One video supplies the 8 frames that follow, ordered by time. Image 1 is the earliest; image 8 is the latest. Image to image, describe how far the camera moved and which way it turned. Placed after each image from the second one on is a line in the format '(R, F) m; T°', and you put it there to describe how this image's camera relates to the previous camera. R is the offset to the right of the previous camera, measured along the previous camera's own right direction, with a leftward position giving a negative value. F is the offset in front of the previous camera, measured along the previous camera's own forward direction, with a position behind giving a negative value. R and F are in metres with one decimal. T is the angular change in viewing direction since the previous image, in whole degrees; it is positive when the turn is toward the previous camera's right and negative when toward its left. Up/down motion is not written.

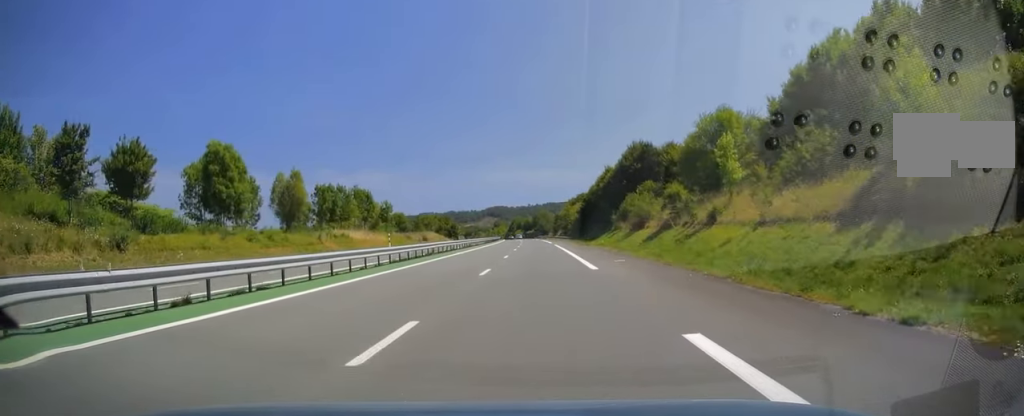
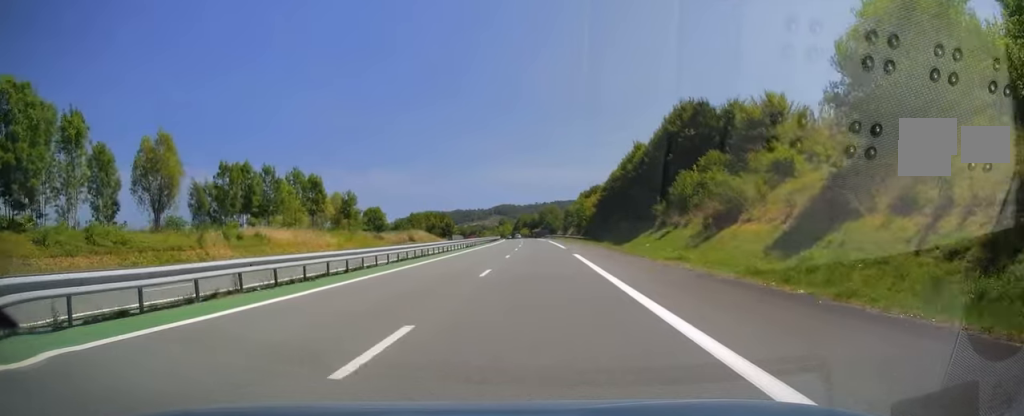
(0.0, +26.6) m; 0°
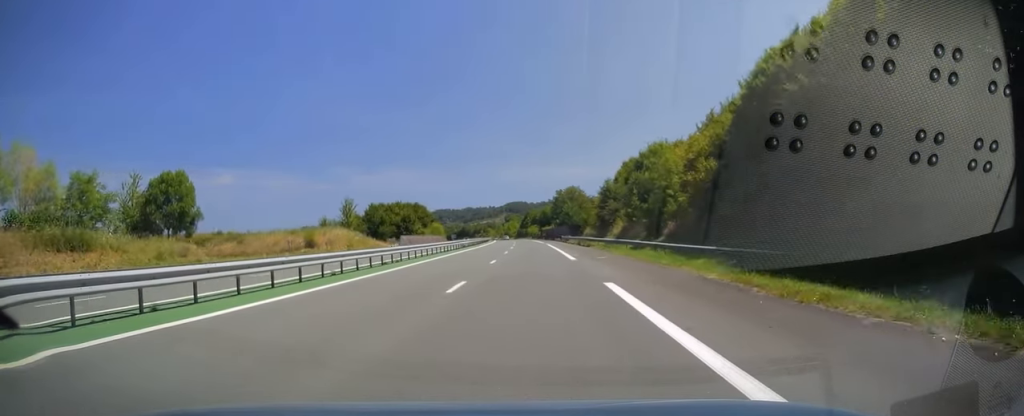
(-1.1, +70.0) m; -2°
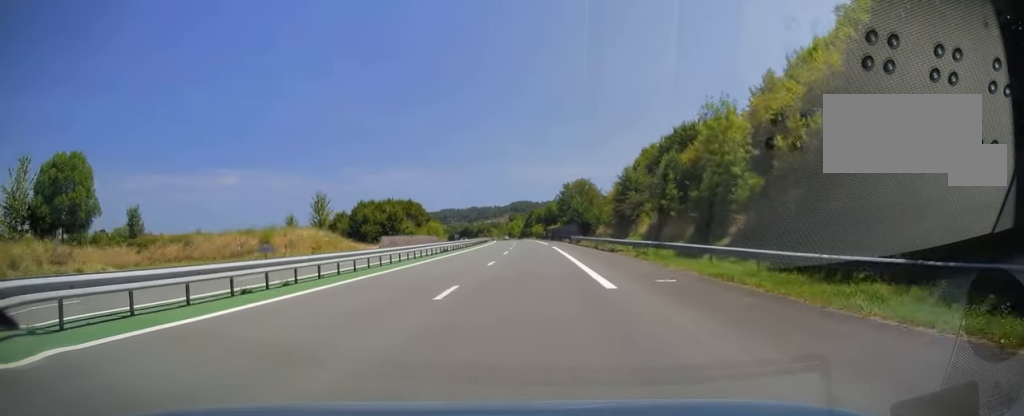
(-0.1, +14.3) m; 0°
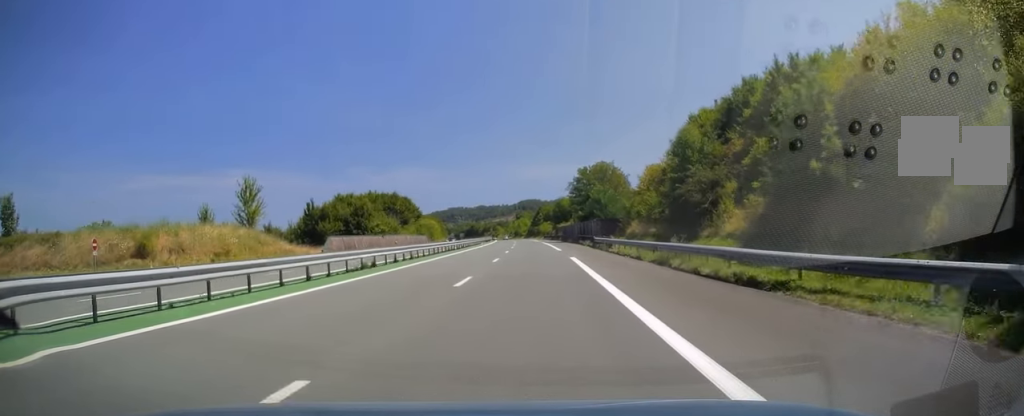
(-0.1, +23.2) m; -1°
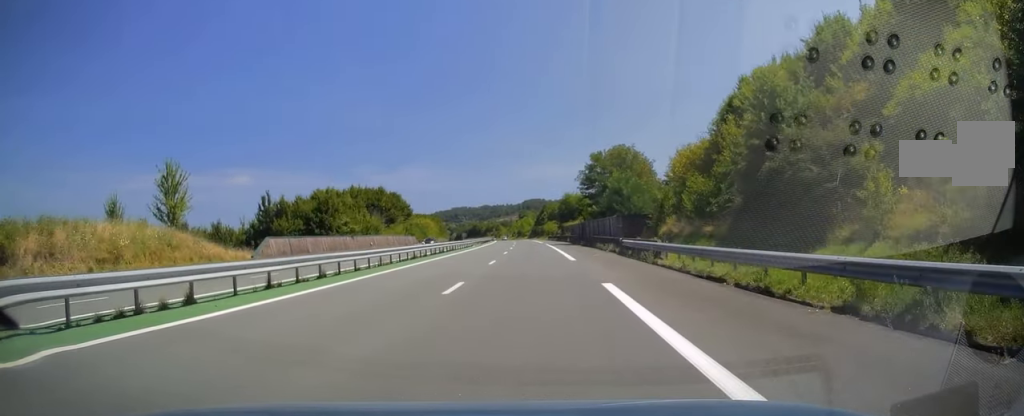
(-0.1, +14.8) m; 0°
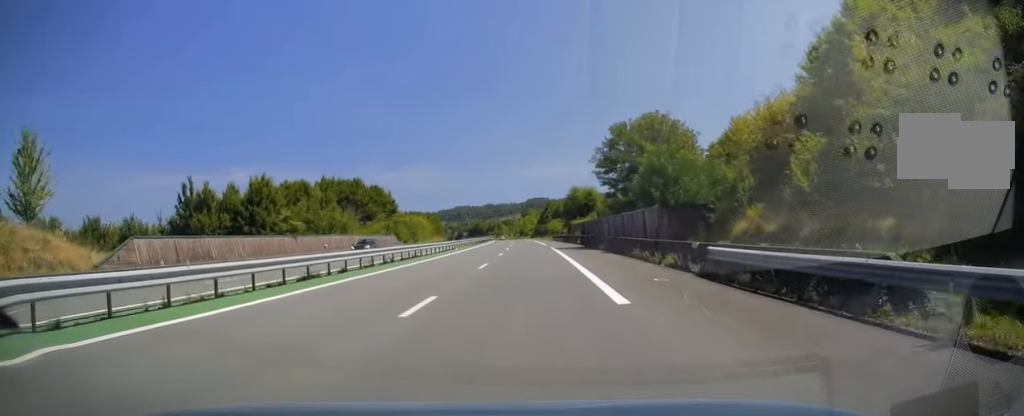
(-0.1, +16.8) m; 0°
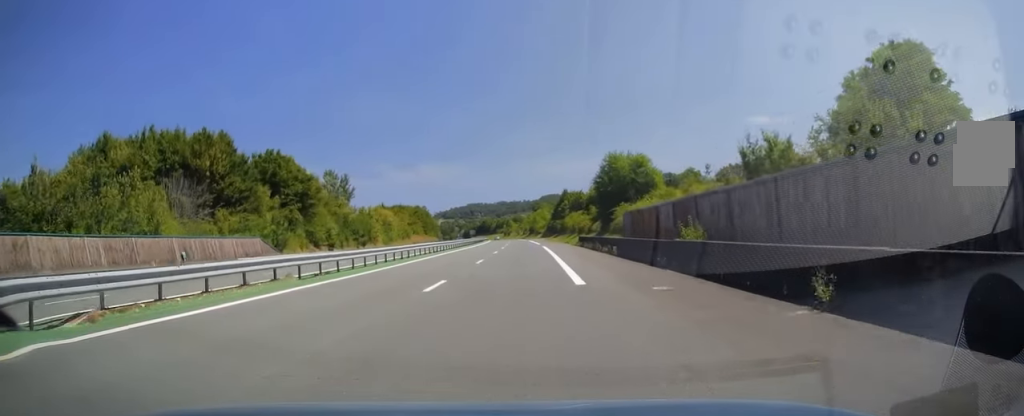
(-0.2, +47.7) m; 0°
